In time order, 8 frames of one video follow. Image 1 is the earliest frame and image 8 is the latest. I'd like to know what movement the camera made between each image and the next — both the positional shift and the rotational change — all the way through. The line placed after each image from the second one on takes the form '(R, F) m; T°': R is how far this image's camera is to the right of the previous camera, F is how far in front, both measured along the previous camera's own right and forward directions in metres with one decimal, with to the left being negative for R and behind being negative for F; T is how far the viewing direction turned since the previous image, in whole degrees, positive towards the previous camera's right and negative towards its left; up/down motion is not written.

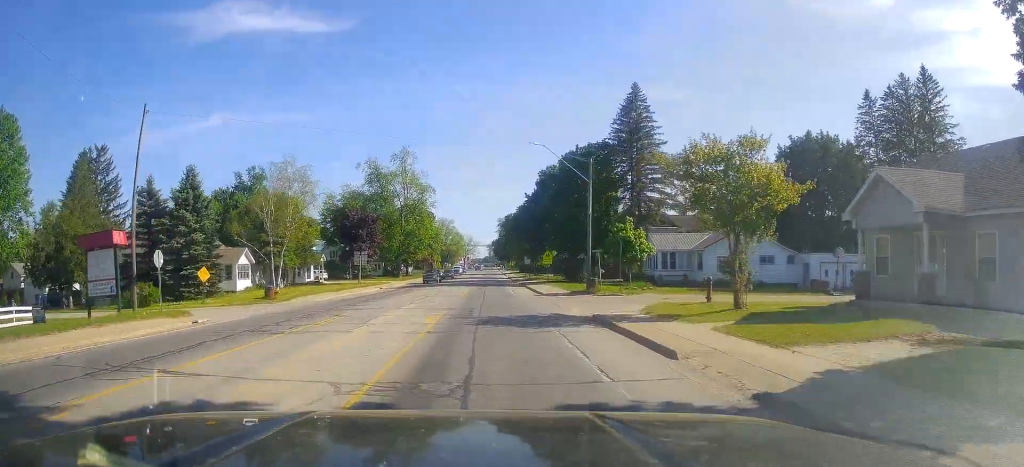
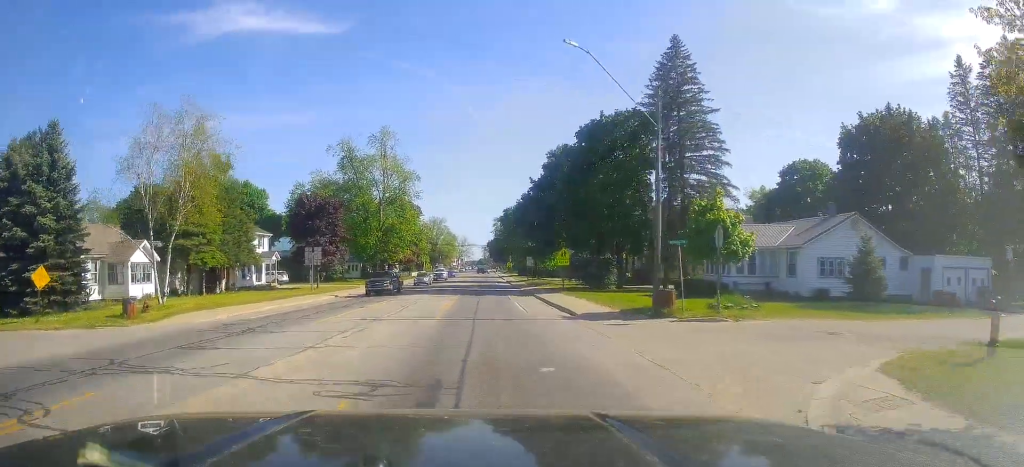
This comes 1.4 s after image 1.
(+0.3, +15.8) m; +1°
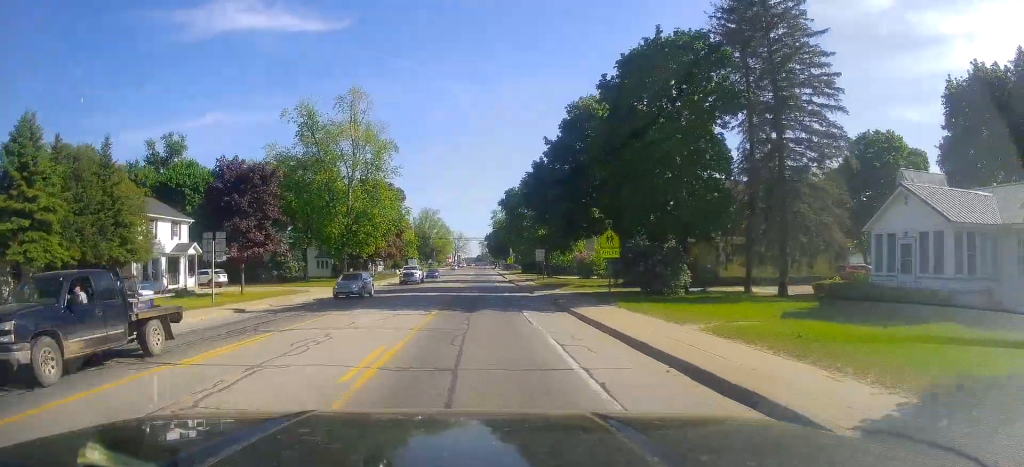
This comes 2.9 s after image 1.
(-0.3, +18.0) m; -2°
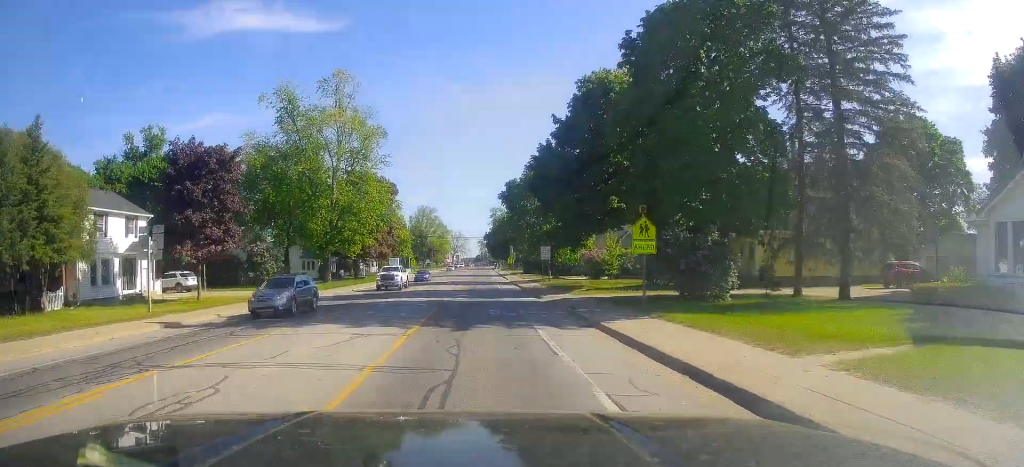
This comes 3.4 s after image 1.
(0.0, +6.5) m; 0°
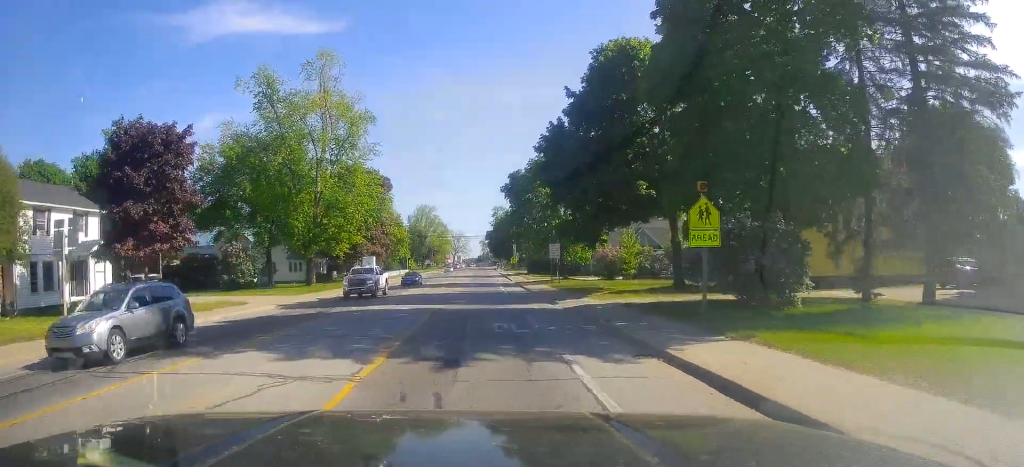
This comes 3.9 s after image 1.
(0.0, +6.1) m; 0°
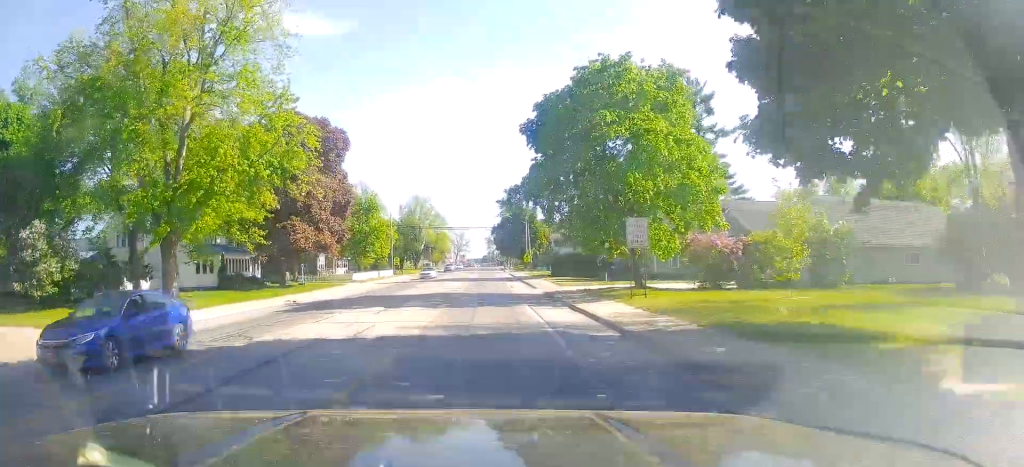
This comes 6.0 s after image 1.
(0.0, +25.5) m; 0°
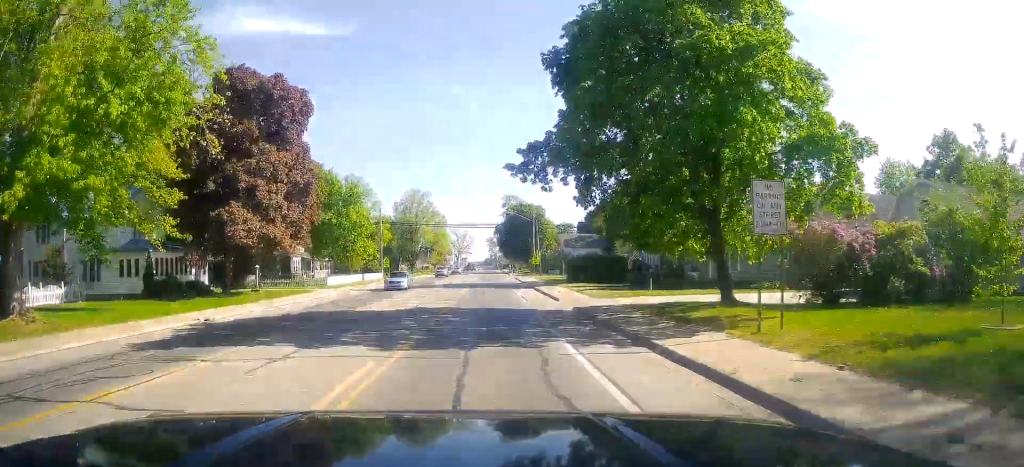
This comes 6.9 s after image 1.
(0.0, +11.5) m; 0°
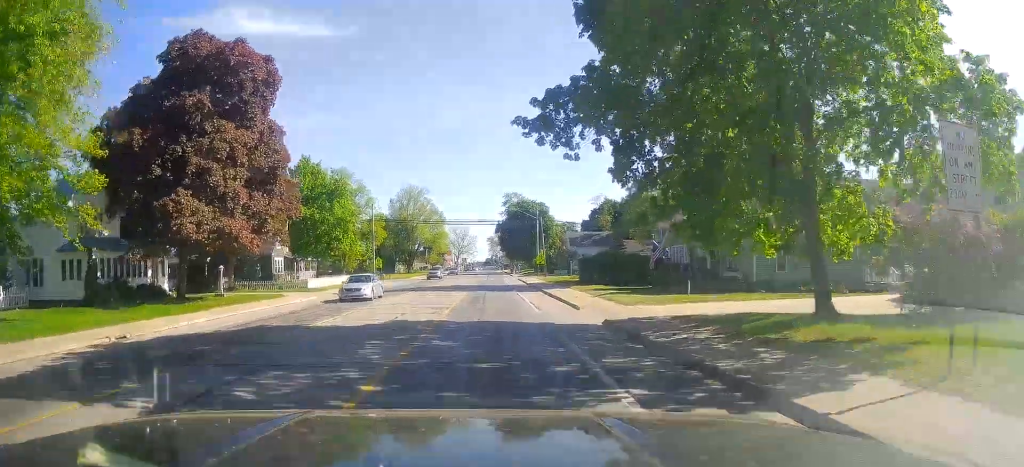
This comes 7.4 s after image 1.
(0.0, +6.2) m; 0°
